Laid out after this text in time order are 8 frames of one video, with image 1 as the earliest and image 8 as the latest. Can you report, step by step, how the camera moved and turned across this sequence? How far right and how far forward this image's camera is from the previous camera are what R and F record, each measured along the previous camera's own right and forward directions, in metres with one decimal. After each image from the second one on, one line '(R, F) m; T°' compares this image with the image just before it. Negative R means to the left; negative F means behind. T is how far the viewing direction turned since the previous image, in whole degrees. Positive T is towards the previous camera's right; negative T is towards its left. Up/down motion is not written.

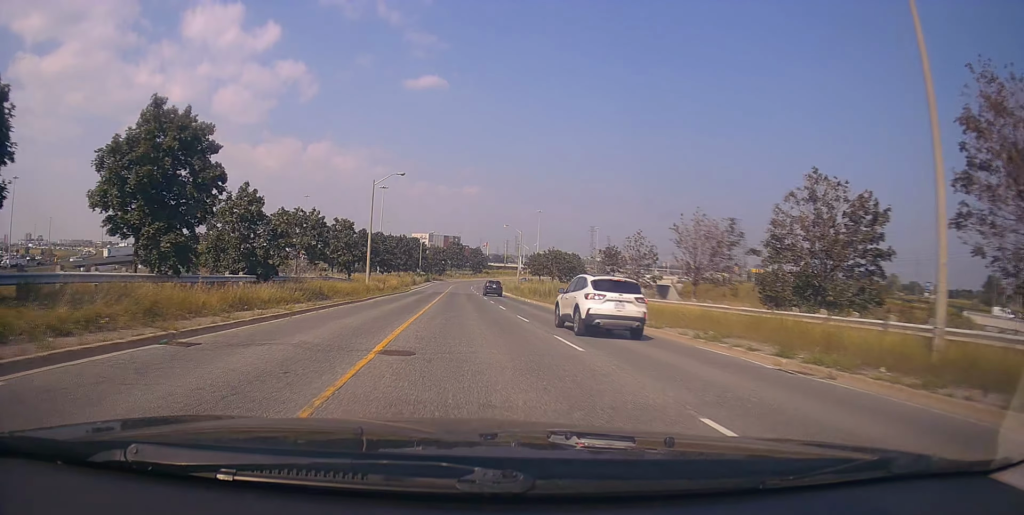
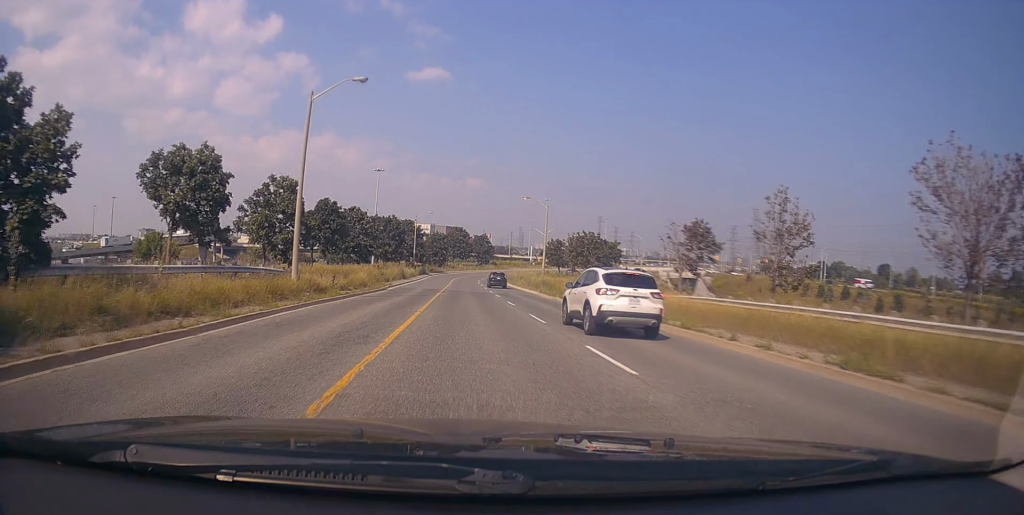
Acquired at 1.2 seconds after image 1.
(-0.2, +20.5) m; -1°
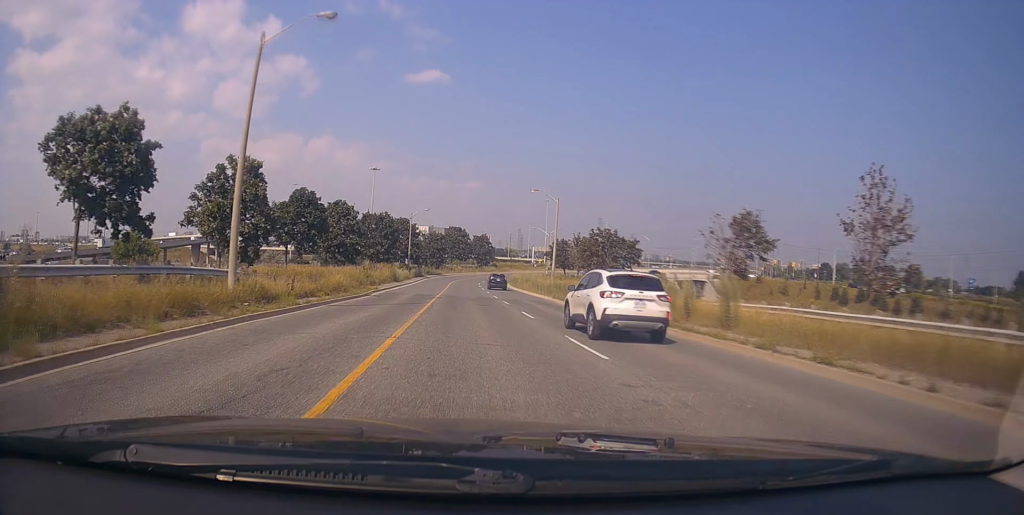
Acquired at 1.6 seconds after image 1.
(-0.3, +6.7) m; 0°
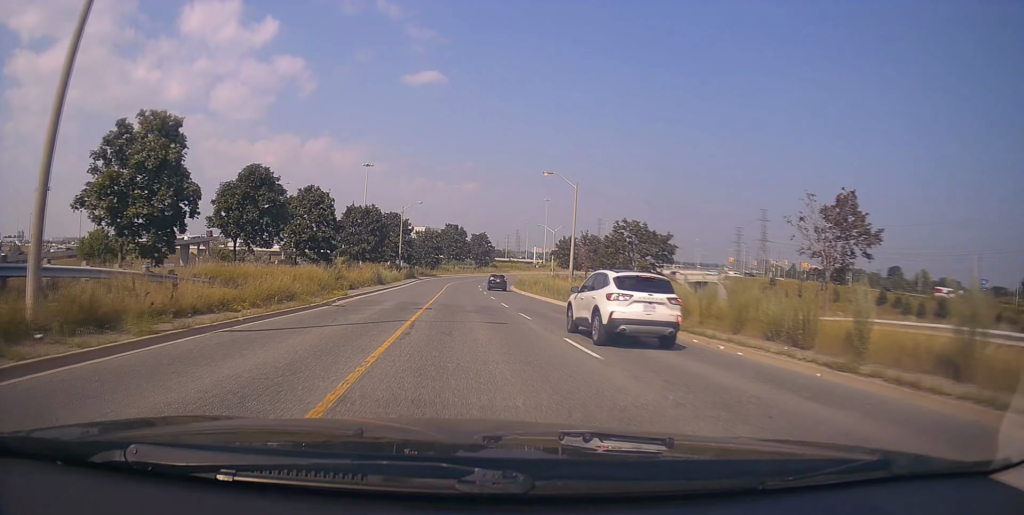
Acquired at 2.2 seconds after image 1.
(+0.3, +9.1) m; +1°
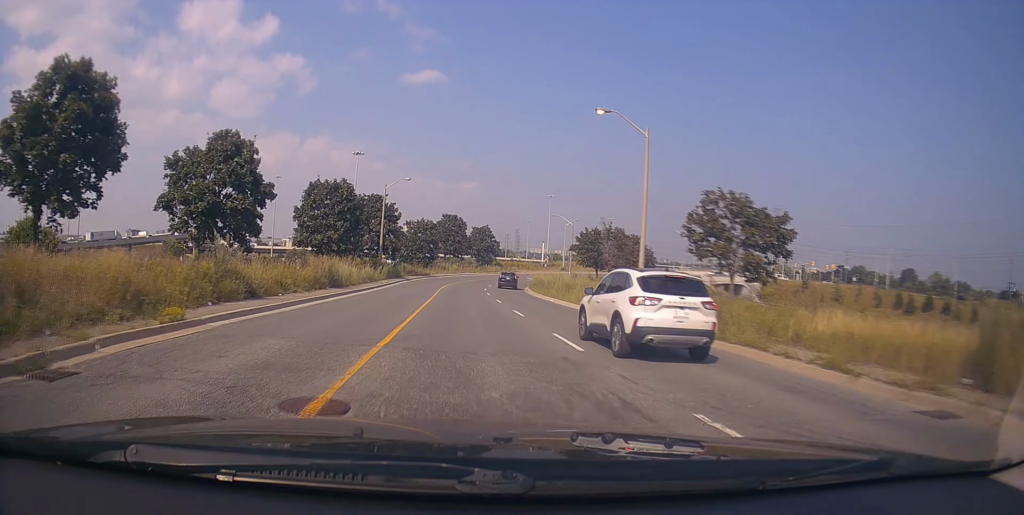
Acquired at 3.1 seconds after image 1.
(+0.3, +16.7) m; +1°
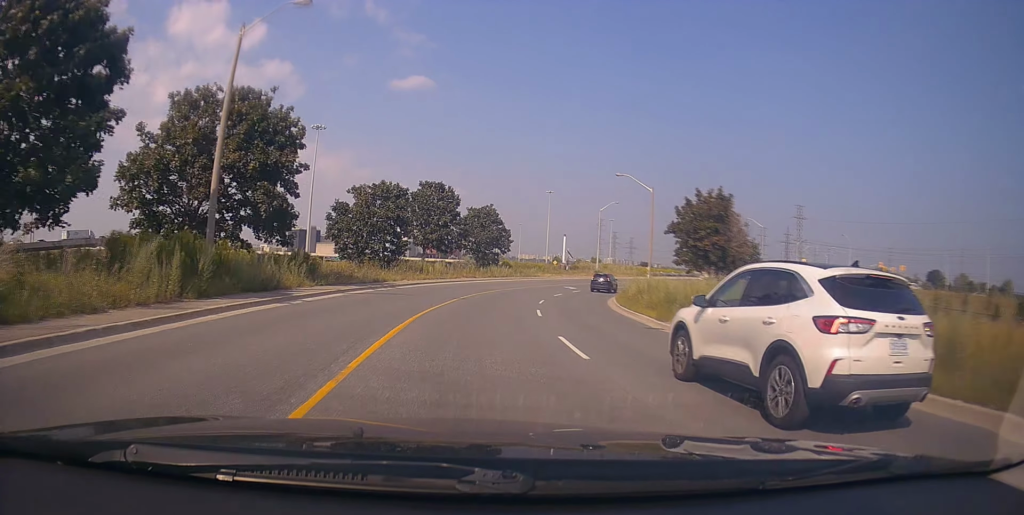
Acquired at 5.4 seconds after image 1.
(+0.3, +39.0) m; +1°
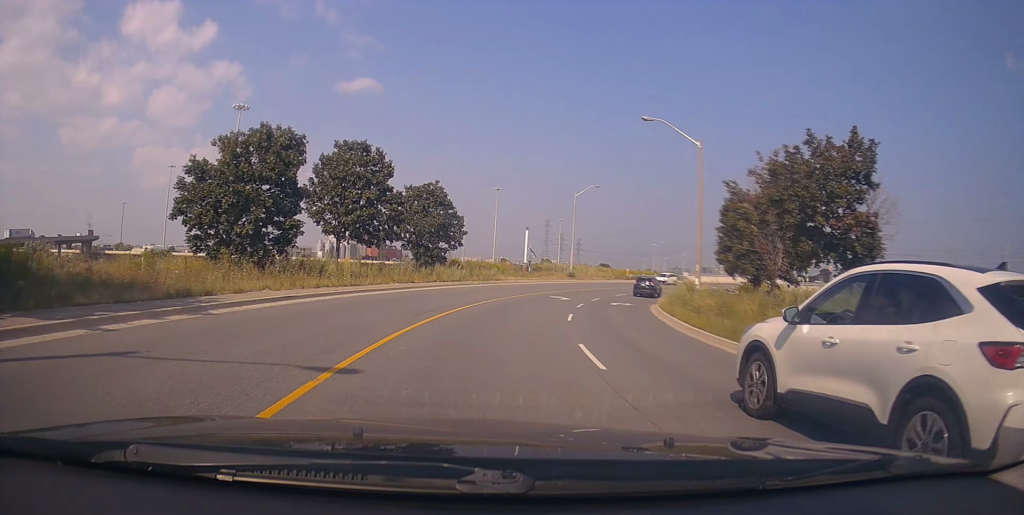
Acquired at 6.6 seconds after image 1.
(0.0, +19.1) m; +4°
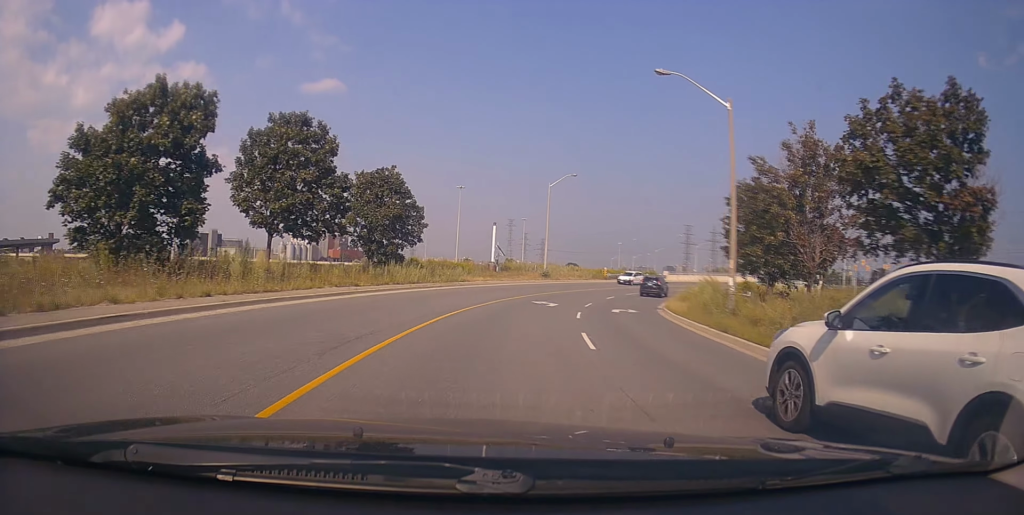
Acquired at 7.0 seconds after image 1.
(+0.3, +7.3) m; +3°
